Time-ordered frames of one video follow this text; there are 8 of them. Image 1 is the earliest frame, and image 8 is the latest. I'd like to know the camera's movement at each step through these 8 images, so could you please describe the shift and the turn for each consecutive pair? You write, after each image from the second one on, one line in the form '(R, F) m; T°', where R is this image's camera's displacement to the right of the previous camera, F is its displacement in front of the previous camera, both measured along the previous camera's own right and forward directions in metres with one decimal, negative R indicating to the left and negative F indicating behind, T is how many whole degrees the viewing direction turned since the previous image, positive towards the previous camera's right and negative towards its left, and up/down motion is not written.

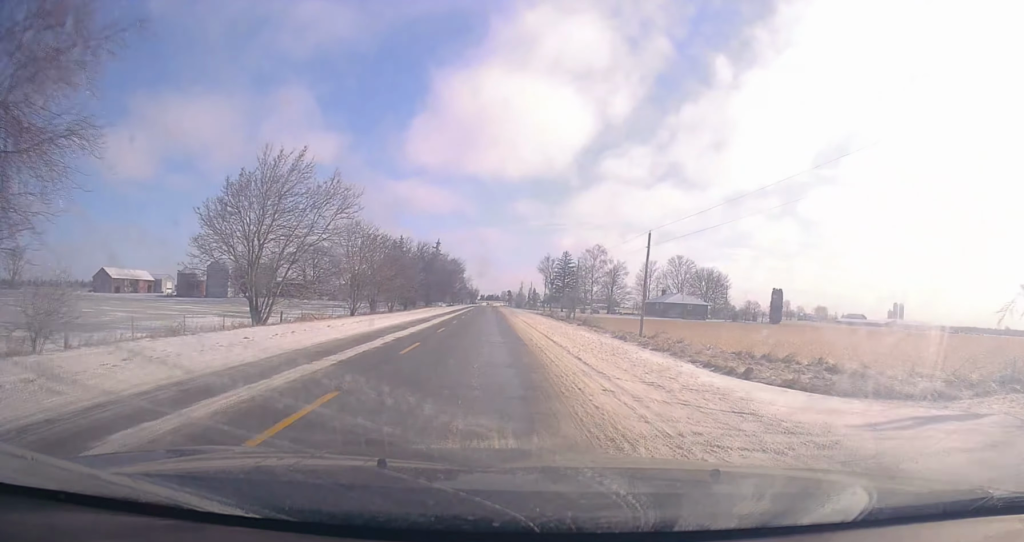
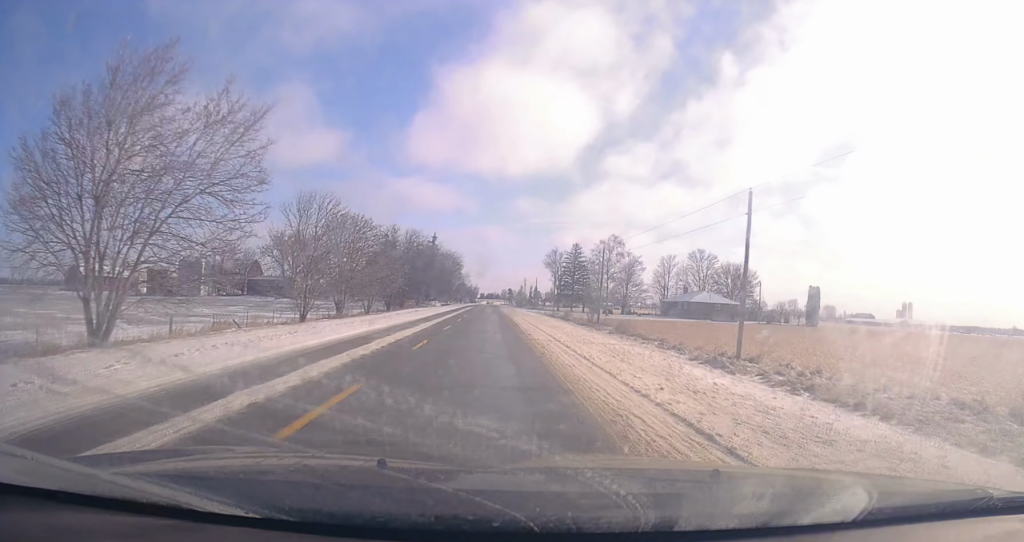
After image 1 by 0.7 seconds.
(-0.4, +16.2) m; -1°
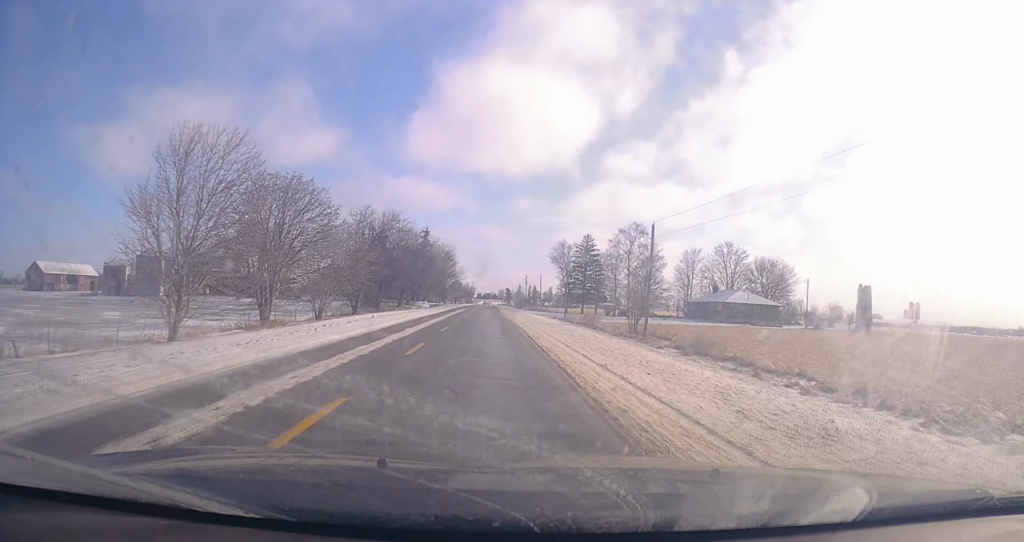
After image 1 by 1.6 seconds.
(+0.3, +18.9) m; 0°
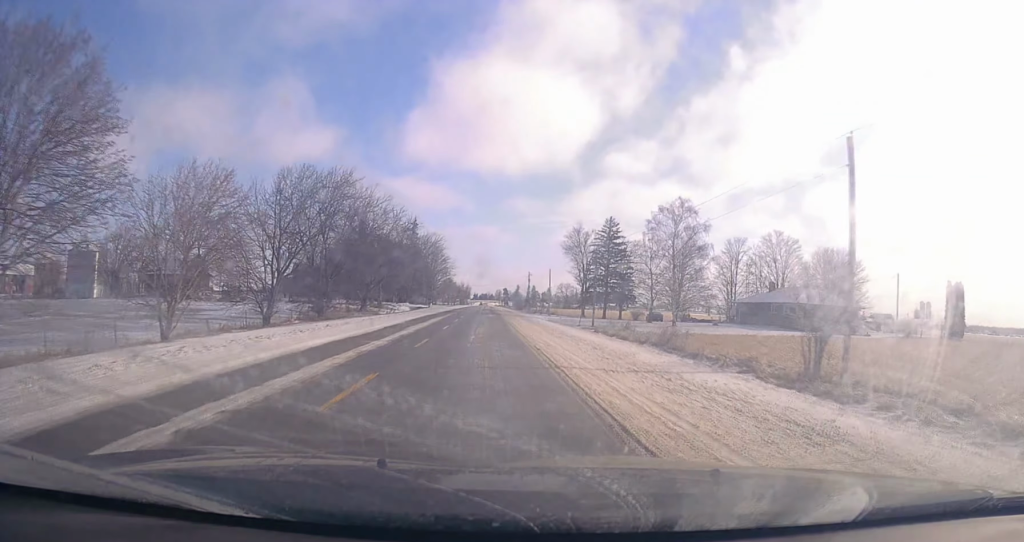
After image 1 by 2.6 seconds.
(-0.4, +24.0) m; +1°
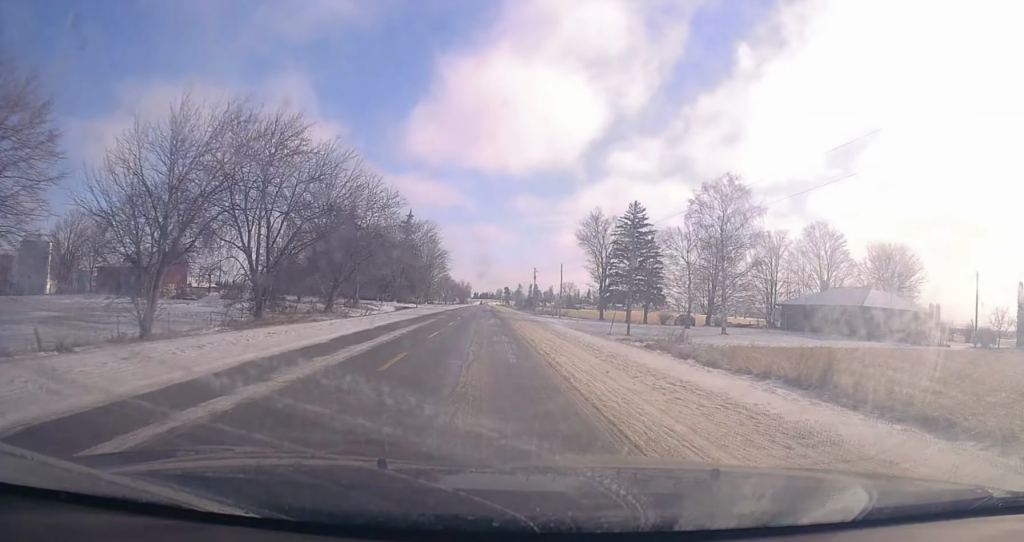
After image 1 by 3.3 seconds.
(+0.4, +14.7) m; +1°
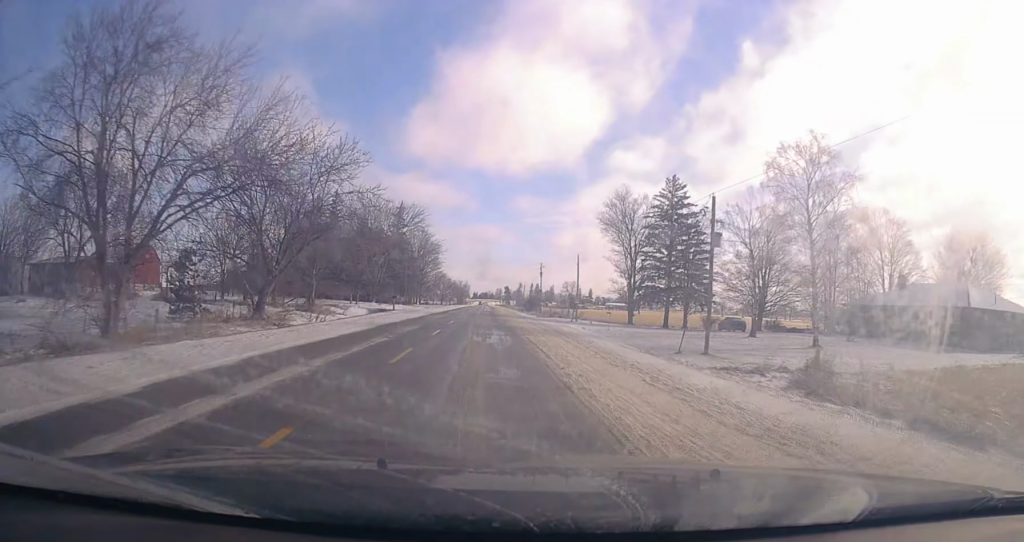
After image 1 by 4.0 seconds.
(+0.1, +16.5) m; 0°
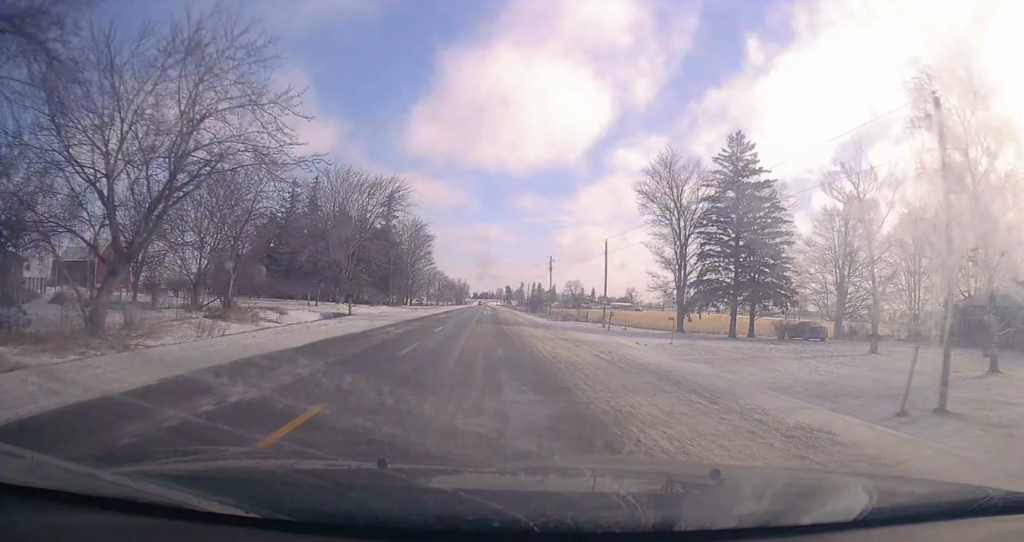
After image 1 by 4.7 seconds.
(0.0, +16.0) m; -1°
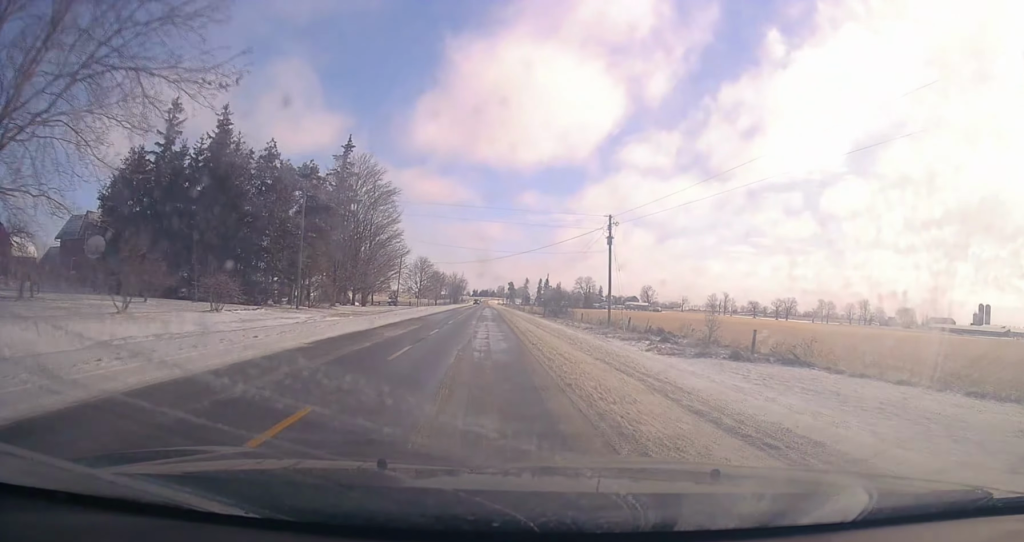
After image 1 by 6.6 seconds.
(+0.5, +45.6) m; +2°
